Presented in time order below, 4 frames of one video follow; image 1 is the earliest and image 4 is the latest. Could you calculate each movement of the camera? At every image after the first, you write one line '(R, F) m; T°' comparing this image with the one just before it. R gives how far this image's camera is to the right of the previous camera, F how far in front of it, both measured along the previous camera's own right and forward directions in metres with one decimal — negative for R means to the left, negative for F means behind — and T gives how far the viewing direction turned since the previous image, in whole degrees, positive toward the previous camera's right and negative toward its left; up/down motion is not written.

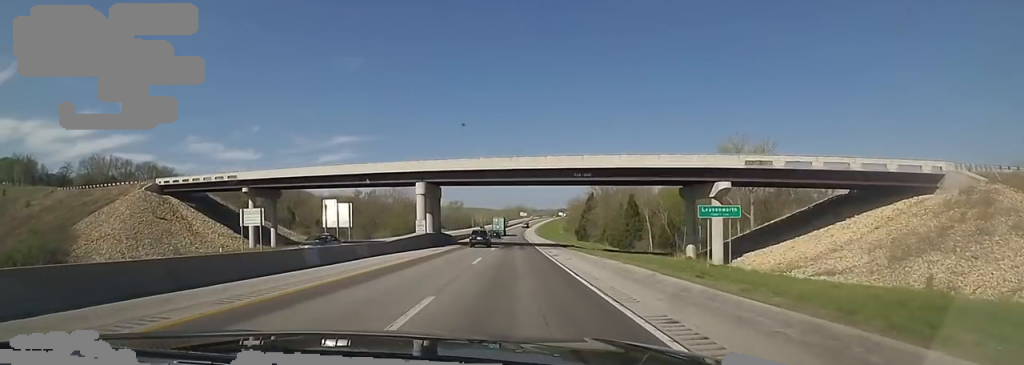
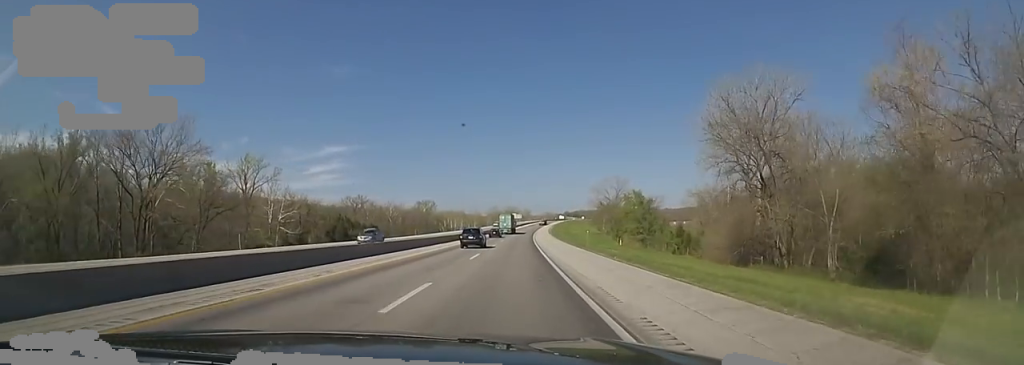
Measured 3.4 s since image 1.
(-2.0, +121.6) m; +1°
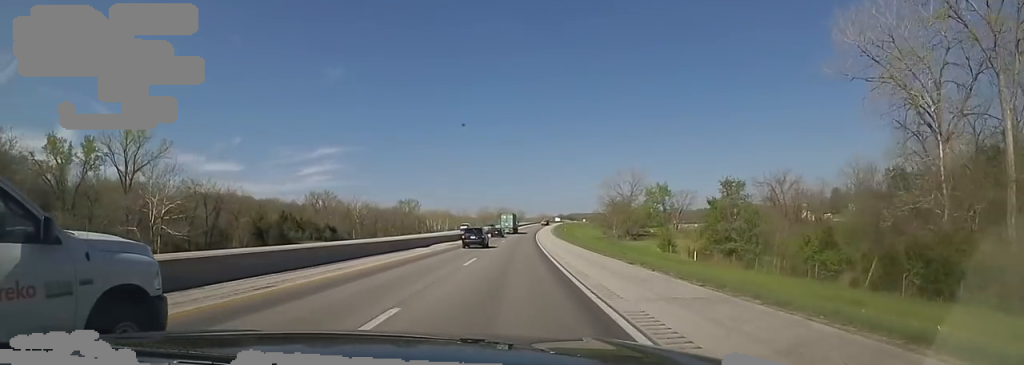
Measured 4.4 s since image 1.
(-0.1, +35.1) m; 0°
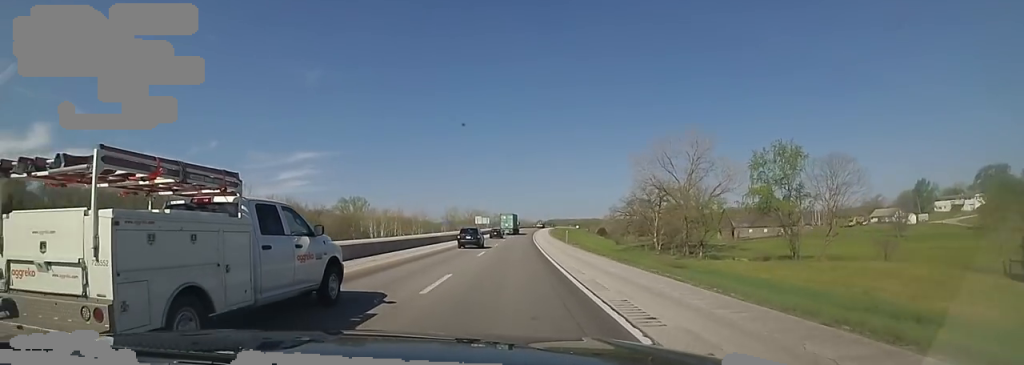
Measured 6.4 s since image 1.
(+2.2, +70.3) m; +2°
